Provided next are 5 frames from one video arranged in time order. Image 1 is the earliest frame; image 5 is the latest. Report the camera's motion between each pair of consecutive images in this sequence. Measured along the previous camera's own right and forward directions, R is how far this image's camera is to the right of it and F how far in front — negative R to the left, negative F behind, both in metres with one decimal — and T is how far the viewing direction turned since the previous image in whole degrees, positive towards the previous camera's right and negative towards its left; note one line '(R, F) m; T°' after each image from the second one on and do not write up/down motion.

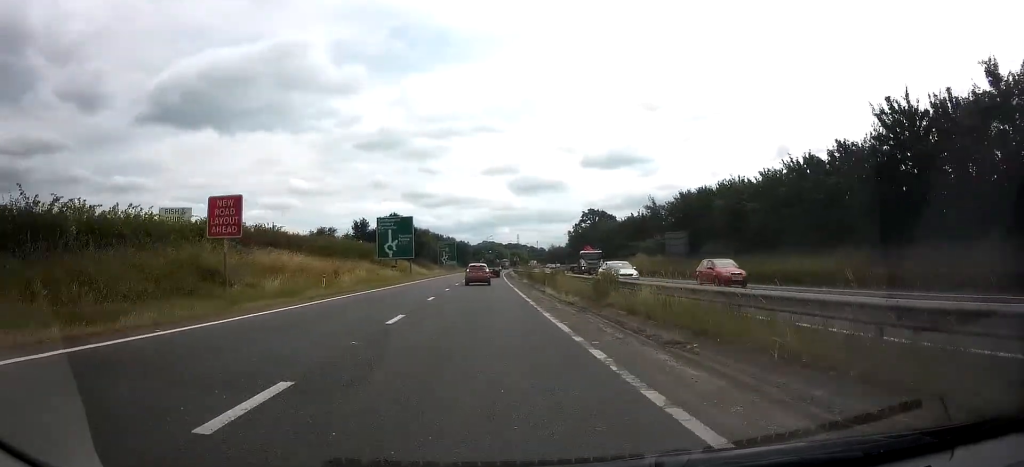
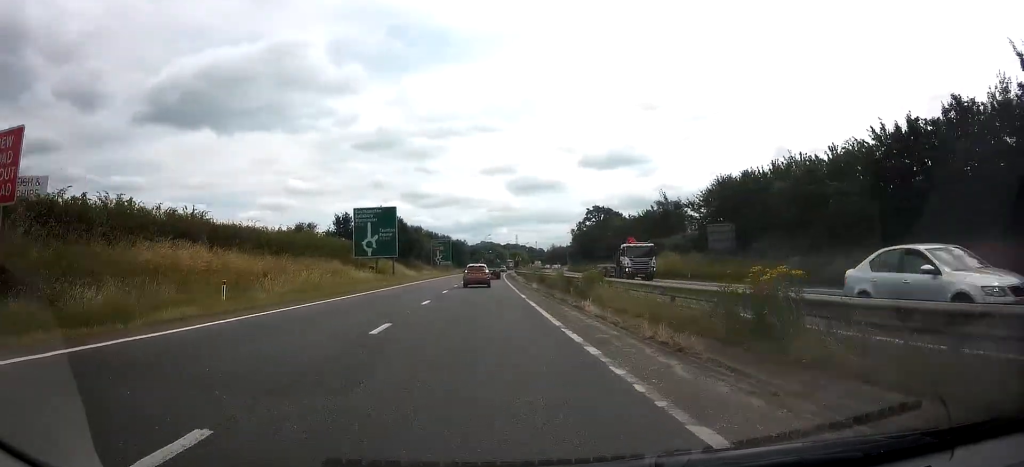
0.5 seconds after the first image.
(0.0, +11.1) m; 0°
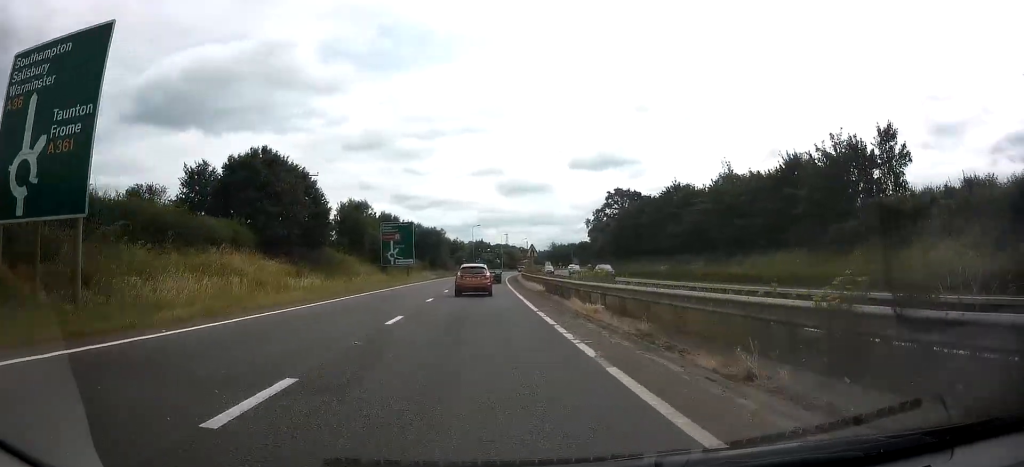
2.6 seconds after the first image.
(+0.5, +42.7) m; +2°
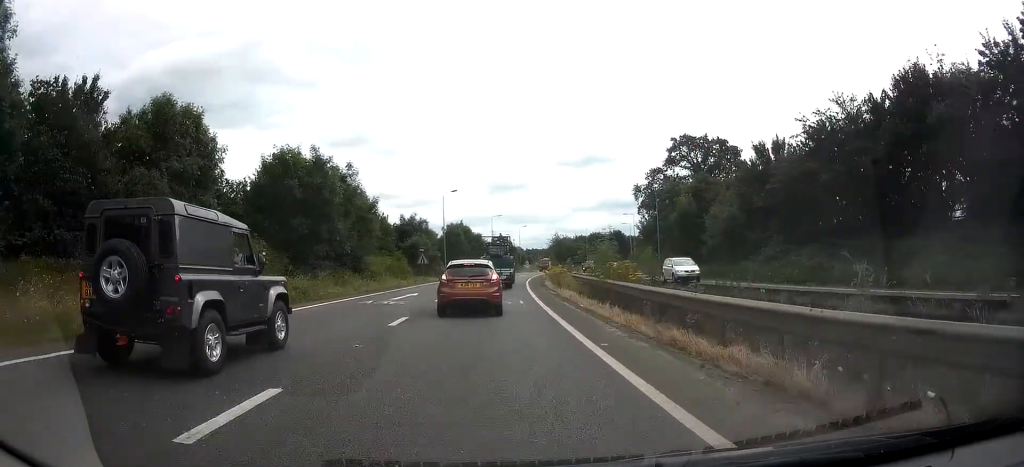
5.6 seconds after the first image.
(+0.3, +53.5) m; +1°
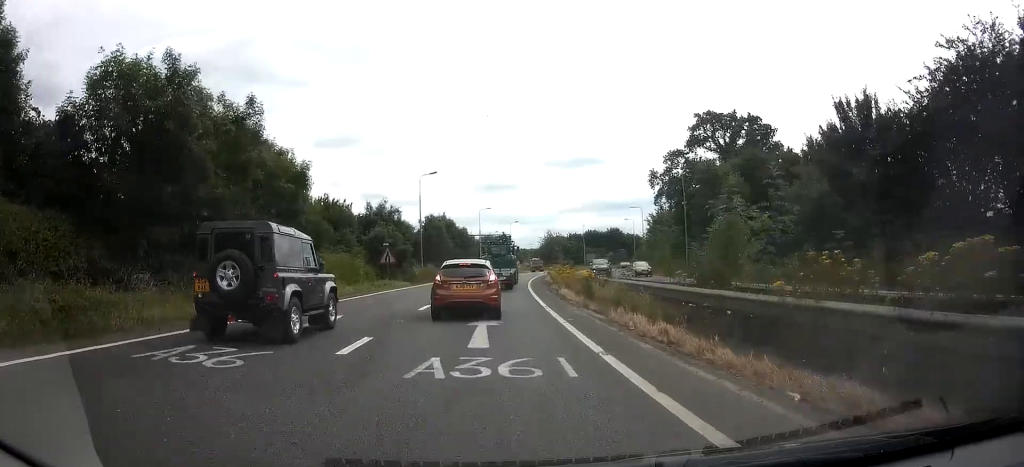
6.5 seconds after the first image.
(+0.1, +14.0) m; +1°
